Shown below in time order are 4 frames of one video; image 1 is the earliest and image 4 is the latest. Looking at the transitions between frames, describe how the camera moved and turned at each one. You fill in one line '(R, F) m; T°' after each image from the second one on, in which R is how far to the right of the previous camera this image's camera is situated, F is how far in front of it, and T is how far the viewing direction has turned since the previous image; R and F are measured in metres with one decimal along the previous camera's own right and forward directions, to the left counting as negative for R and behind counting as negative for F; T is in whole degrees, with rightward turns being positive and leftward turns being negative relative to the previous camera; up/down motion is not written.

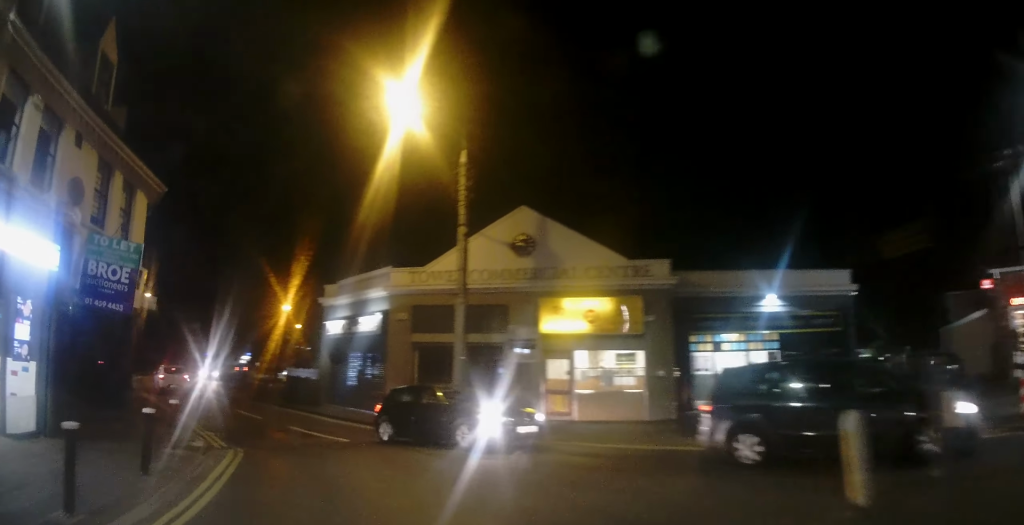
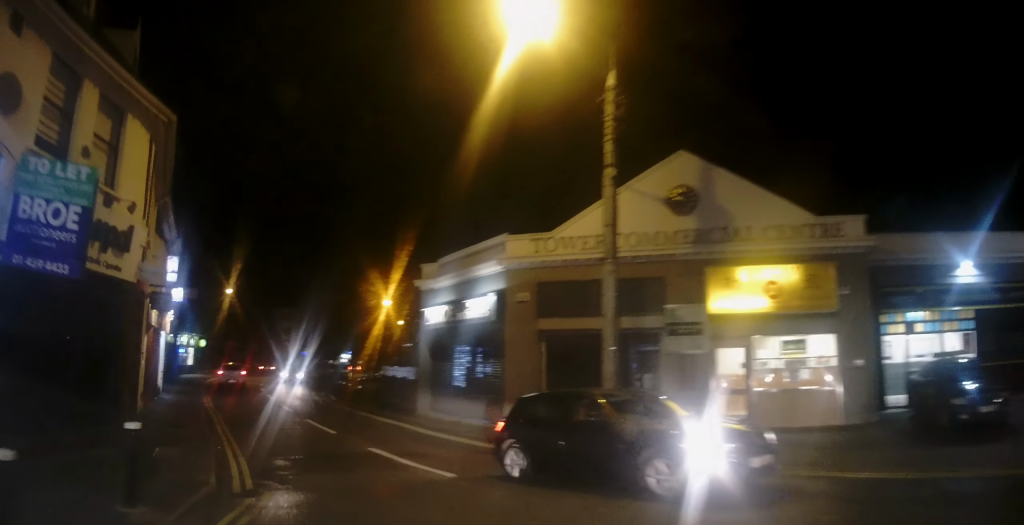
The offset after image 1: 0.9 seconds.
(-0.1, +5.1) m; -11°
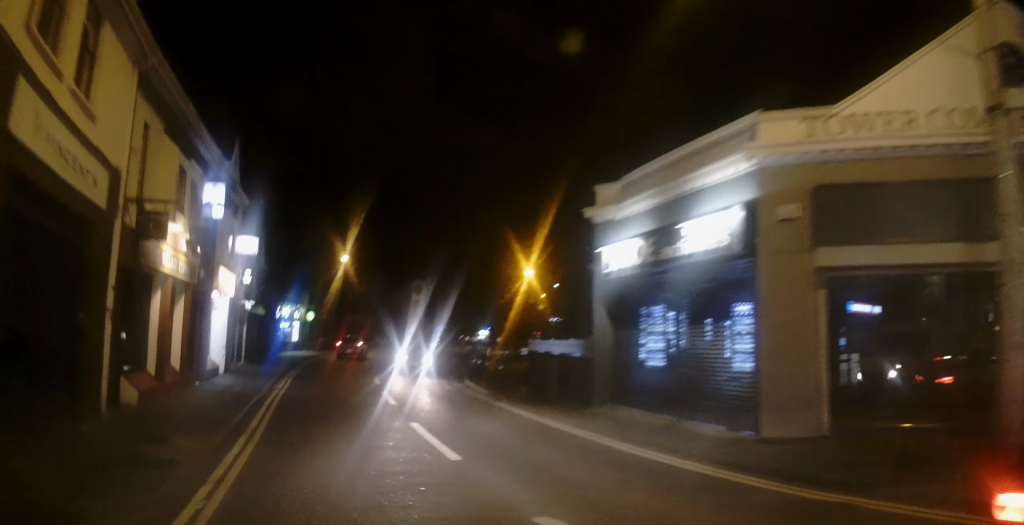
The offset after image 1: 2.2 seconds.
(-1.3, +7.3) m; -12°
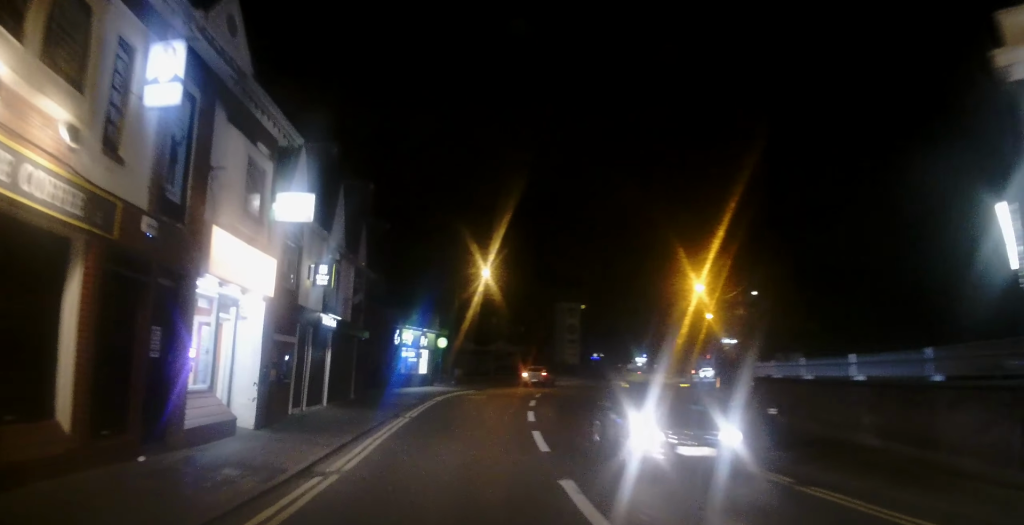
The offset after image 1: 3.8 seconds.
(-0.8, +9.2) m; -9°
